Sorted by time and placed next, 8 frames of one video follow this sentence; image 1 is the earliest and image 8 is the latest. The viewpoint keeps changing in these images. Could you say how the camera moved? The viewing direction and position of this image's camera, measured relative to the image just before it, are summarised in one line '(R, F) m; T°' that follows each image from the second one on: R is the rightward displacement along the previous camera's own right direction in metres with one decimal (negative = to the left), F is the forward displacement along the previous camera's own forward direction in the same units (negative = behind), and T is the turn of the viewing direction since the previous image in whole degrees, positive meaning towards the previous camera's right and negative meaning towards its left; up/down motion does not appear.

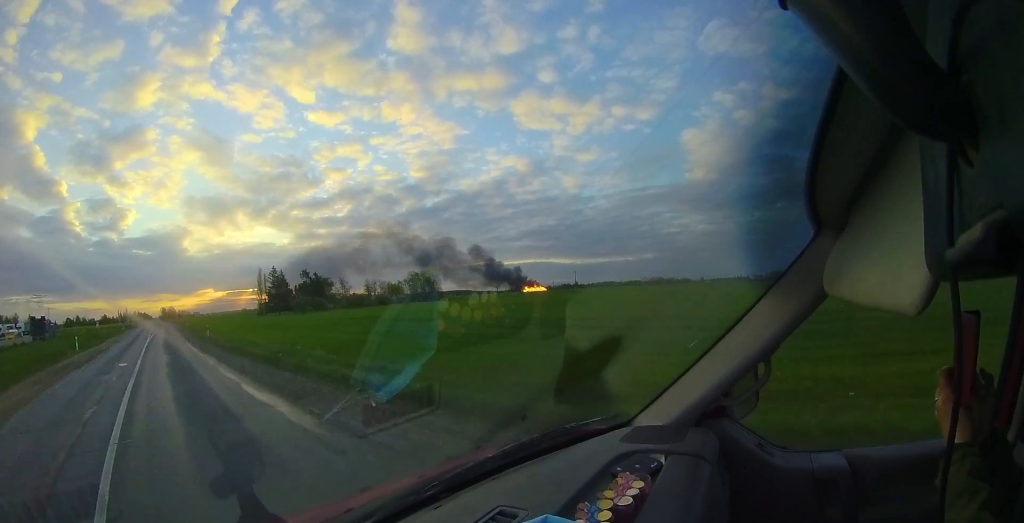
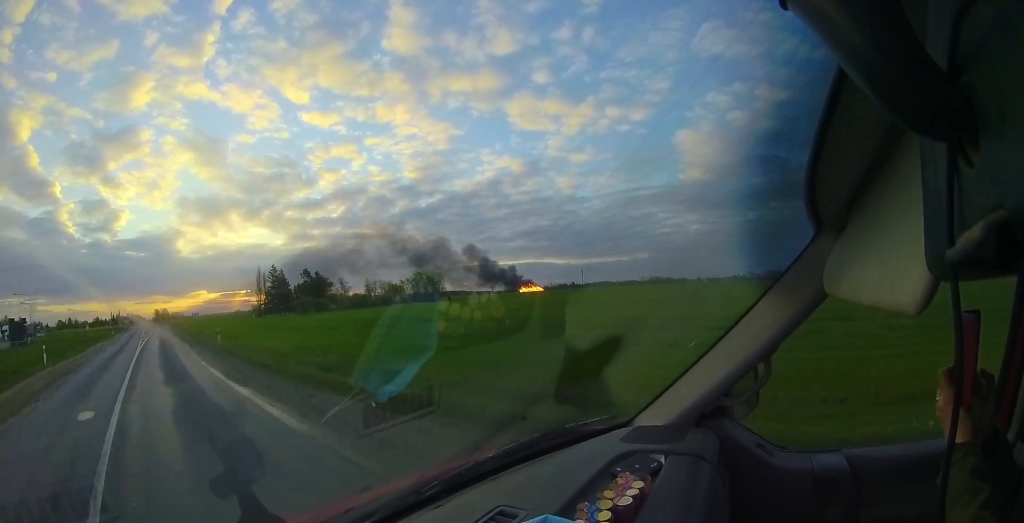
(-0.2, +8.4) m; 0°
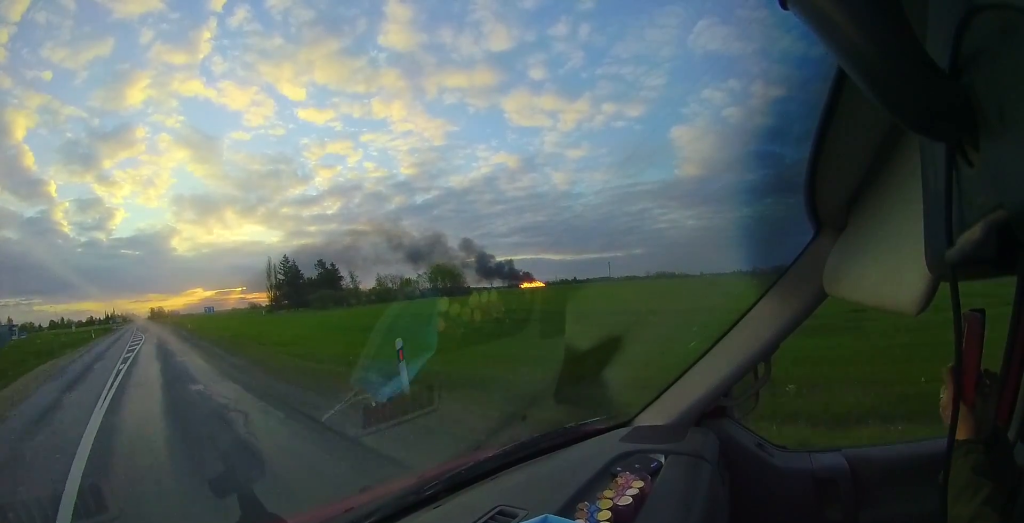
(+0.3, +19.5) m; +2°
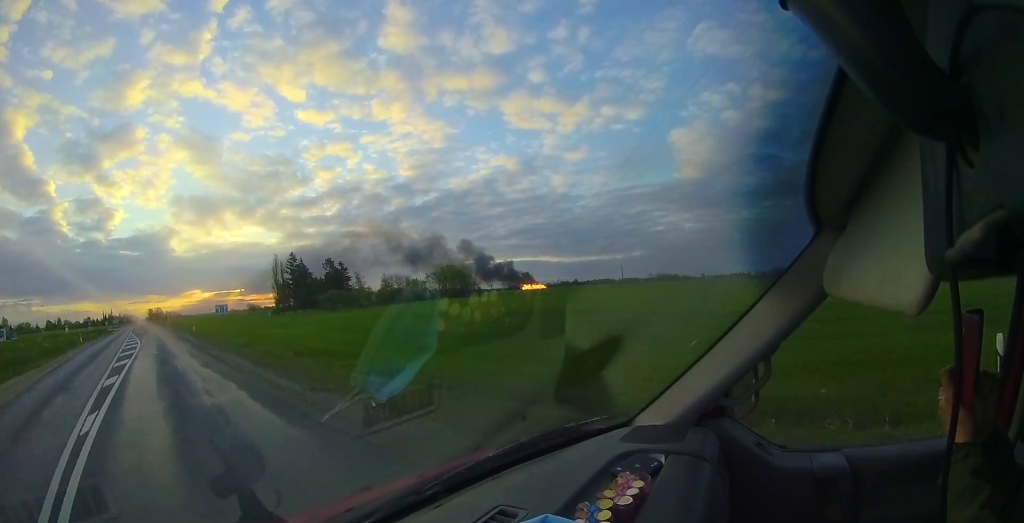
(0.0, +8.3) m; +1°
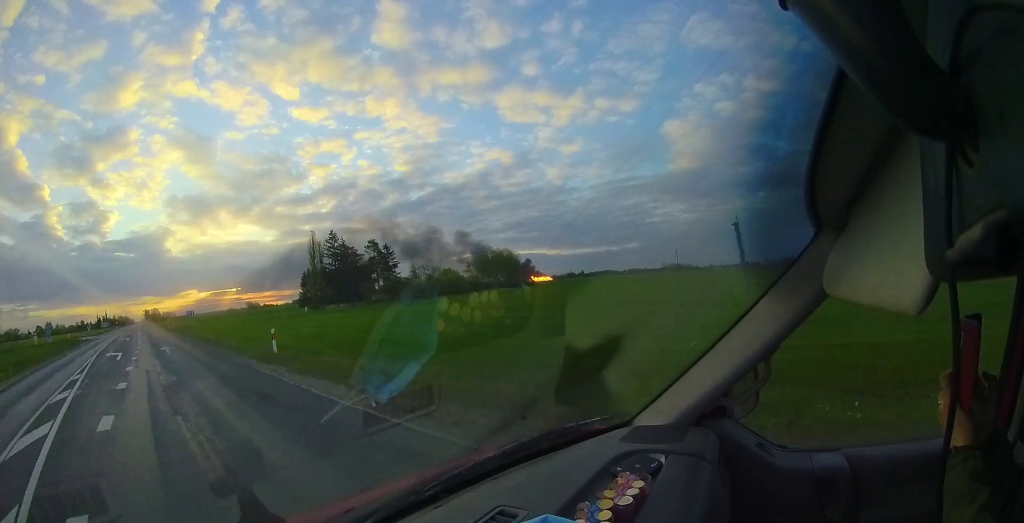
(+0.5, +32.4) m; -1°
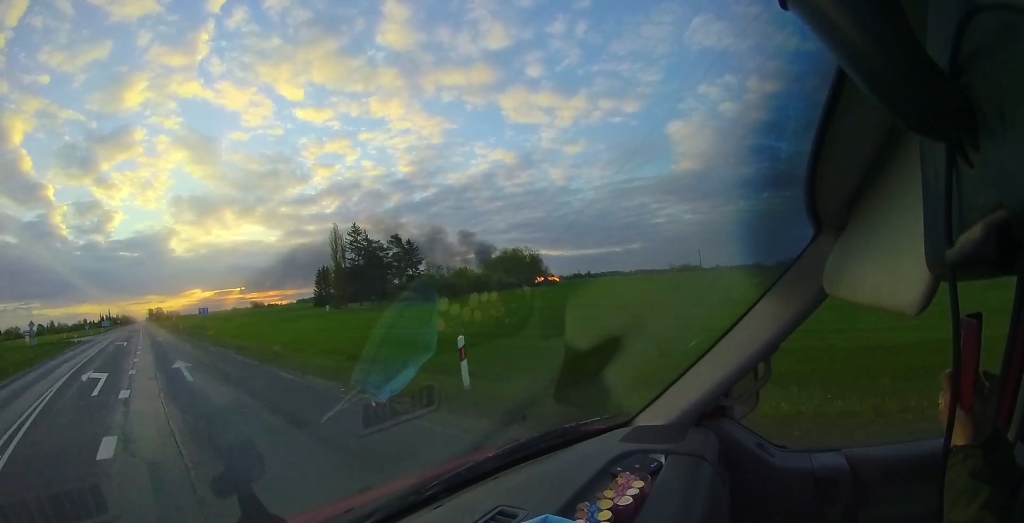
(-0.3, +9.5) m; -1°
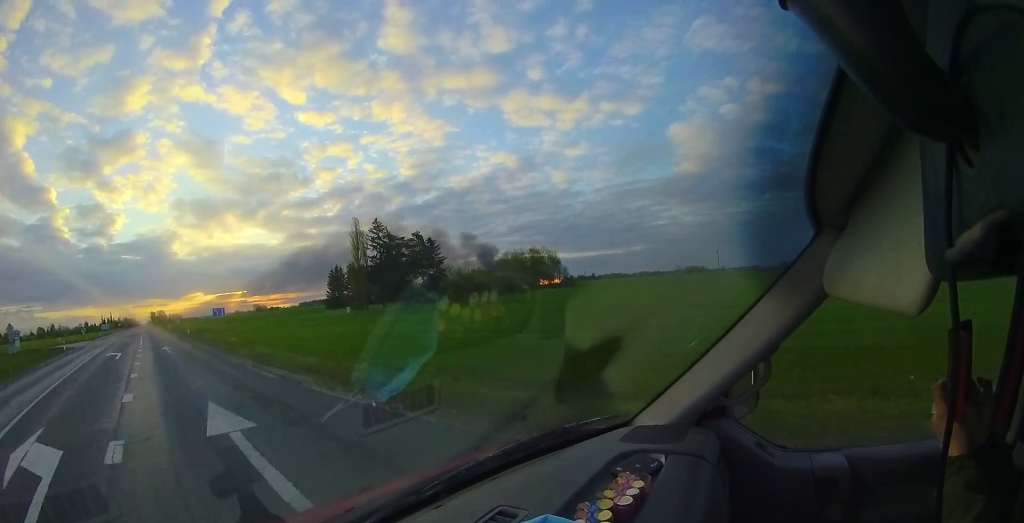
(-0.2, +8.4) m; 0°
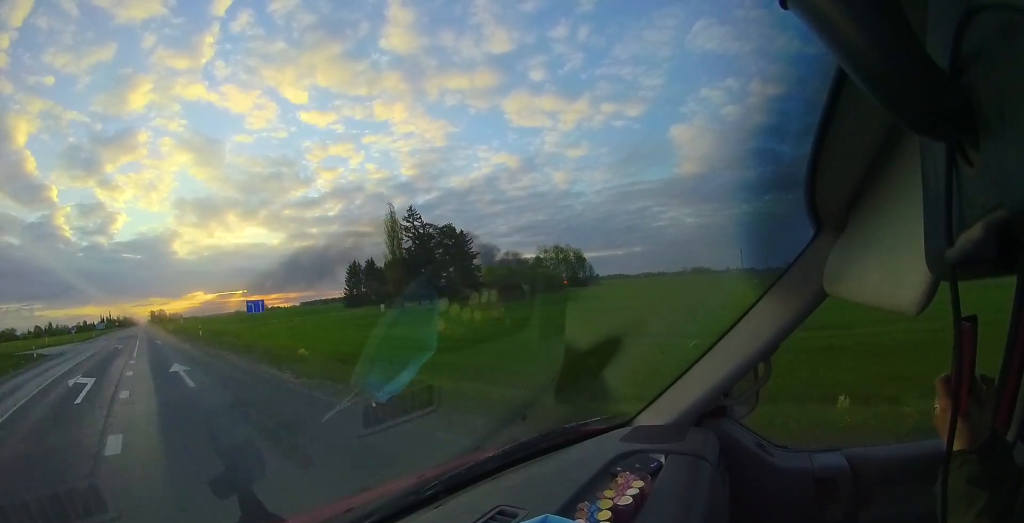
(+0.3, +11.5) m; +1°
